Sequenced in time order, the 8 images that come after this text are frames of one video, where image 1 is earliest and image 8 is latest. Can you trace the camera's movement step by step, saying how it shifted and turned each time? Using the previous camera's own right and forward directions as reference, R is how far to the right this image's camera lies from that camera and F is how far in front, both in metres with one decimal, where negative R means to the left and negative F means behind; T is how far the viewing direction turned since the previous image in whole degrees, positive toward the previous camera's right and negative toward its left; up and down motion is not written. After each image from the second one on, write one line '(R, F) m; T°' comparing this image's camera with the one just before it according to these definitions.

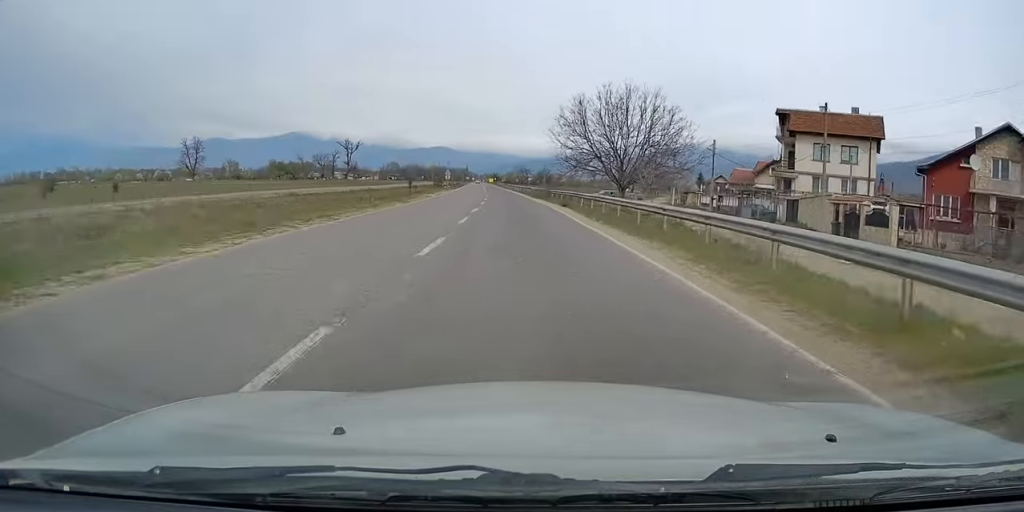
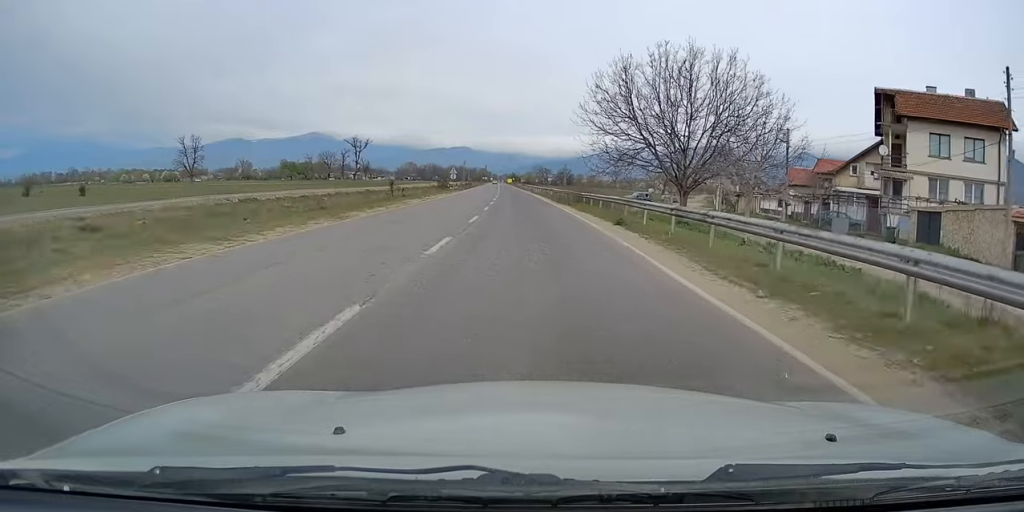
(0.0, +15.0) m; -1°
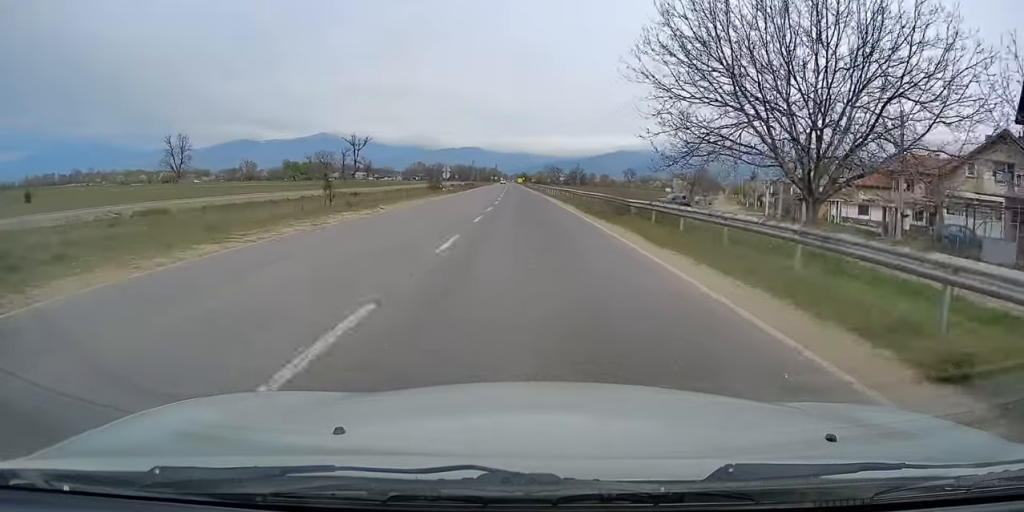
(-0.2, +15.8) m; -1°
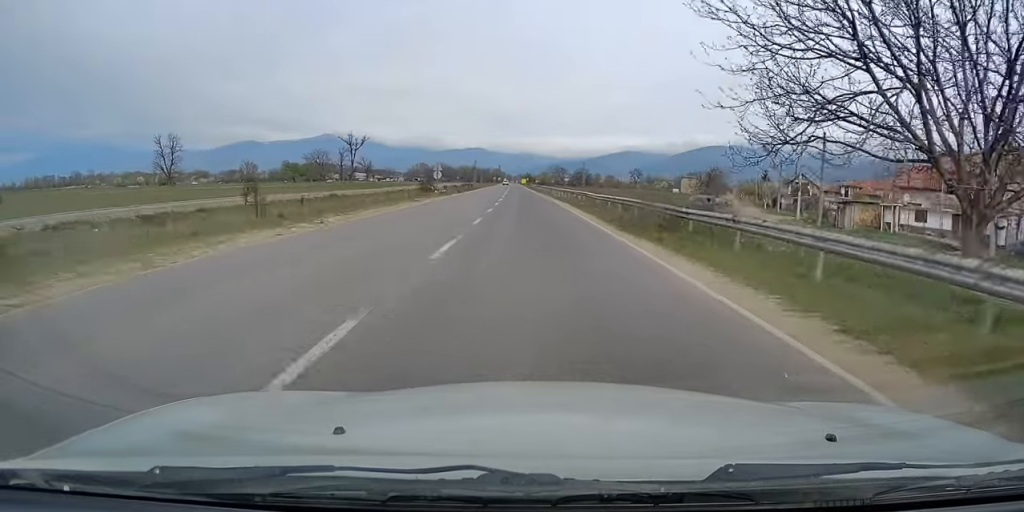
(0.0, +8.3) m; -1°
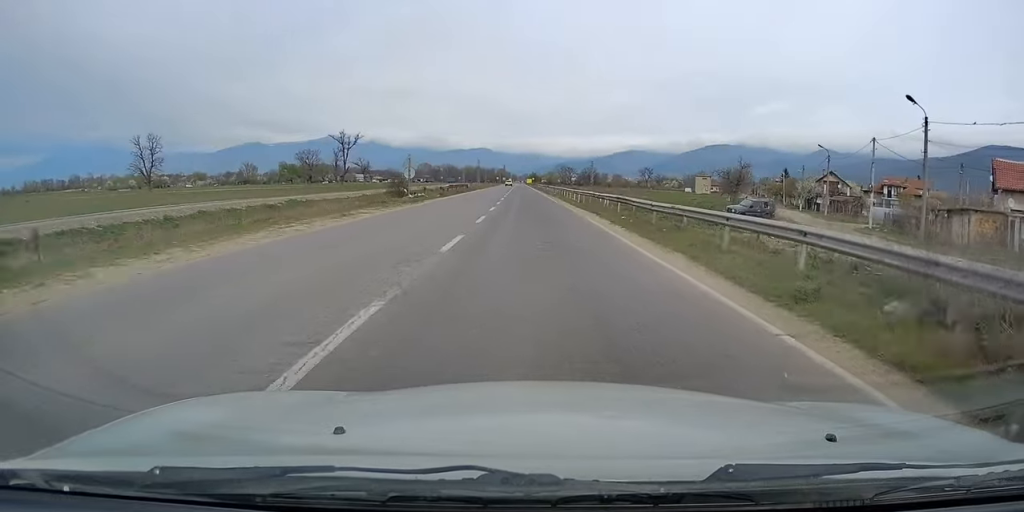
(-0.1, +14.5) m; -1°
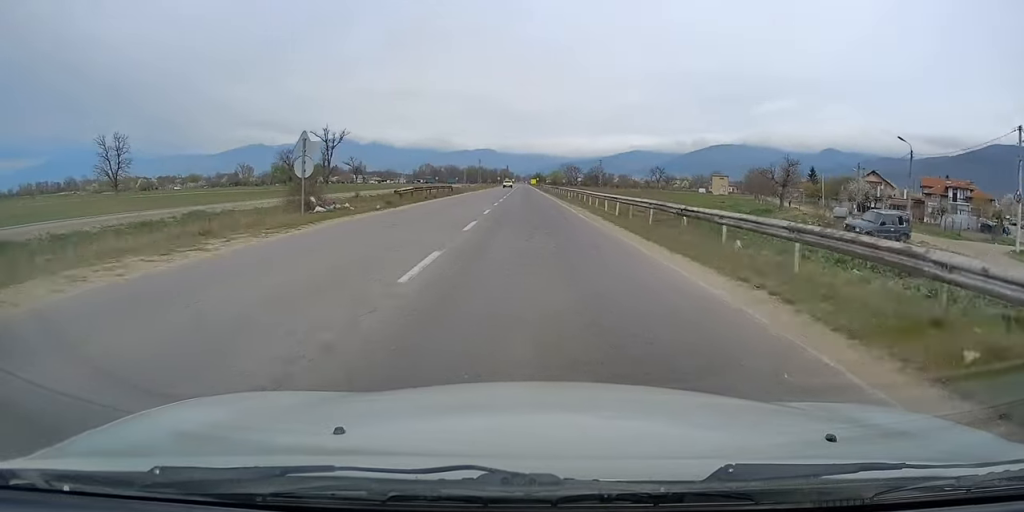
(-0.2, +19.0) m; 0°
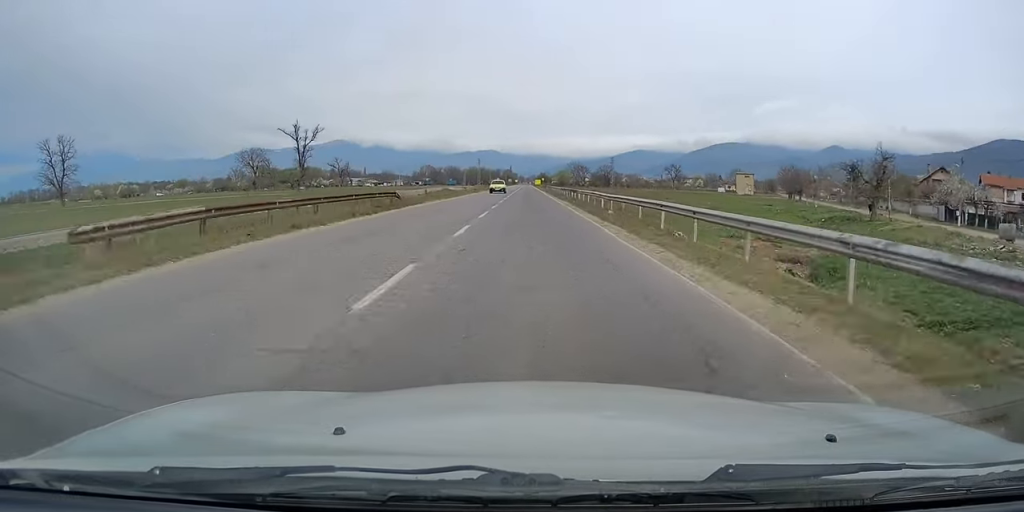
(+0.1, +25.0) m; 0°
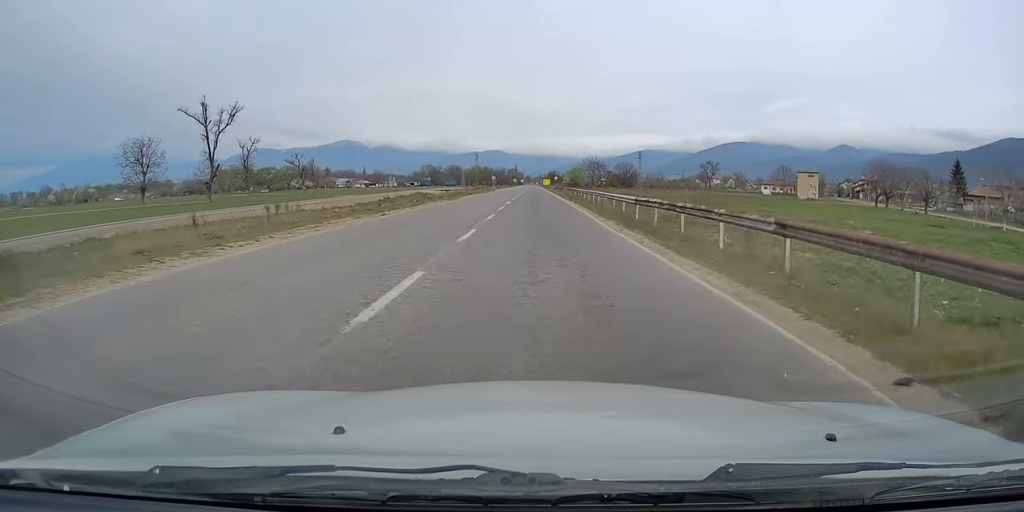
(-0.3, +47.3) m; -1°
